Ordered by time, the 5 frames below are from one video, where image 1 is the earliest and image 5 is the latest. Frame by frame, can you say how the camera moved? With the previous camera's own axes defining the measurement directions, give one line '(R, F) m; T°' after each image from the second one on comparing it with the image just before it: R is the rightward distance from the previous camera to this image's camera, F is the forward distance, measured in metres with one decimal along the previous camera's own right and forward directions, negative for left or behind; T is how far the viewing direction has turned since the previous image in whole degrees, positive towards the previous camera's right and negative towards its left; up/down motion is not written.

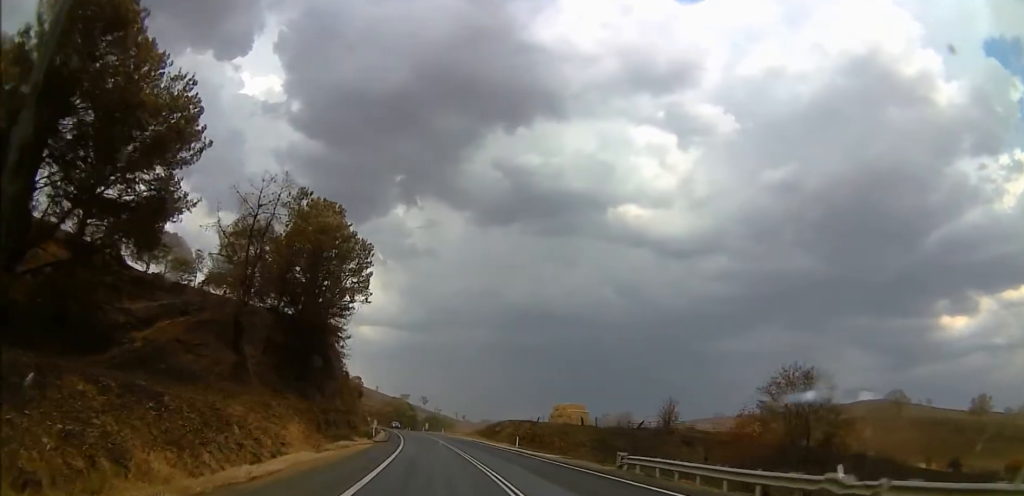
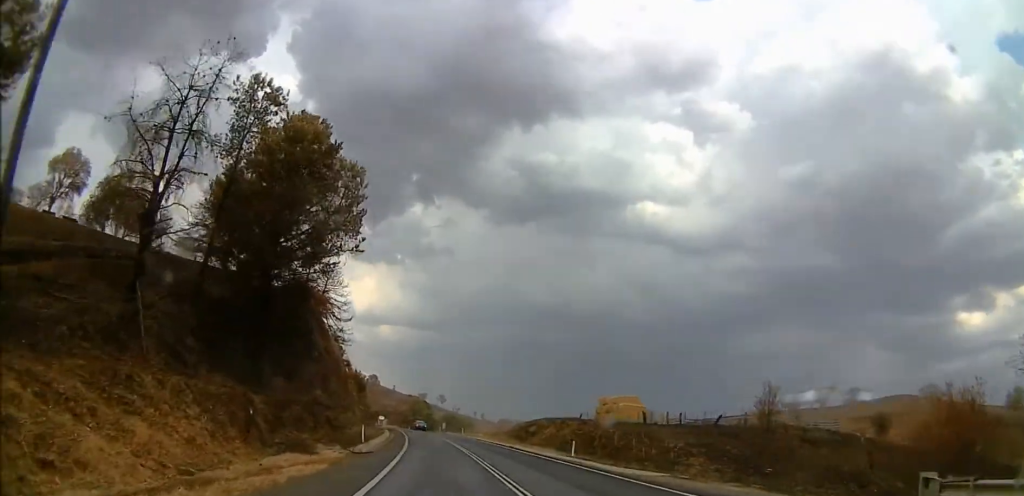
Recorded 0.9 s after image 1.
(-0.8, +16.1) m; -3°
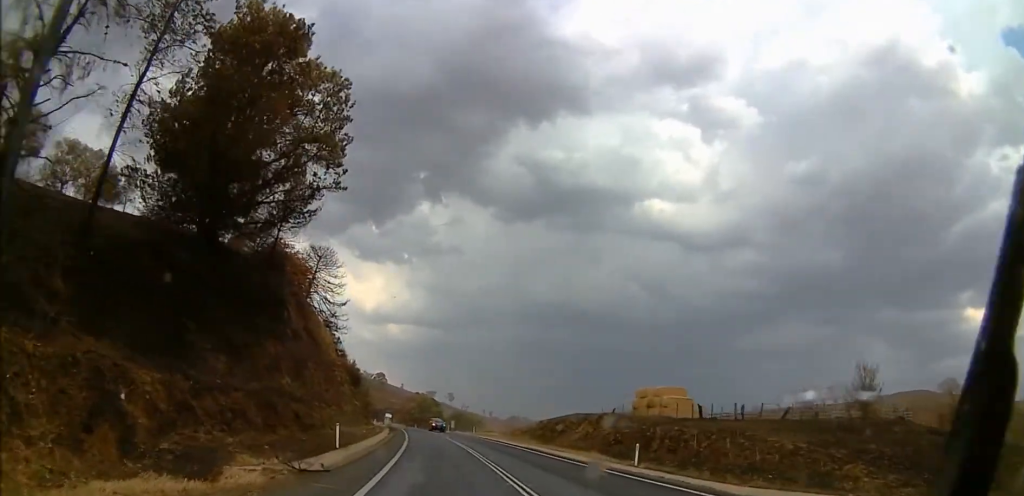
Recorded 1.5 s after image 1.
(0.0, +10.0) m; 0°
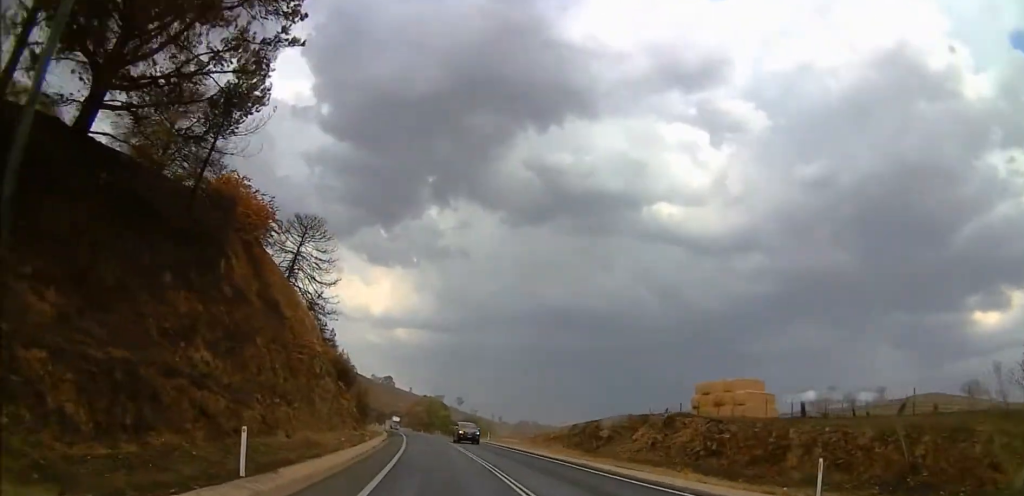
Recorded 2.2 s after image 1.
(0.0, +11.7) m; 0°
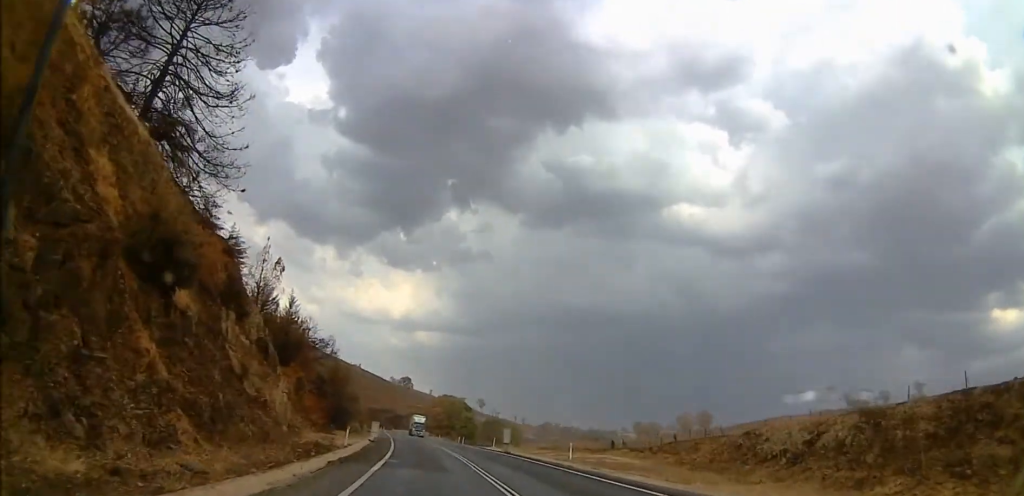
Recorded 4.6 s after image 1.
(0.0, +33.7) m; 0°
